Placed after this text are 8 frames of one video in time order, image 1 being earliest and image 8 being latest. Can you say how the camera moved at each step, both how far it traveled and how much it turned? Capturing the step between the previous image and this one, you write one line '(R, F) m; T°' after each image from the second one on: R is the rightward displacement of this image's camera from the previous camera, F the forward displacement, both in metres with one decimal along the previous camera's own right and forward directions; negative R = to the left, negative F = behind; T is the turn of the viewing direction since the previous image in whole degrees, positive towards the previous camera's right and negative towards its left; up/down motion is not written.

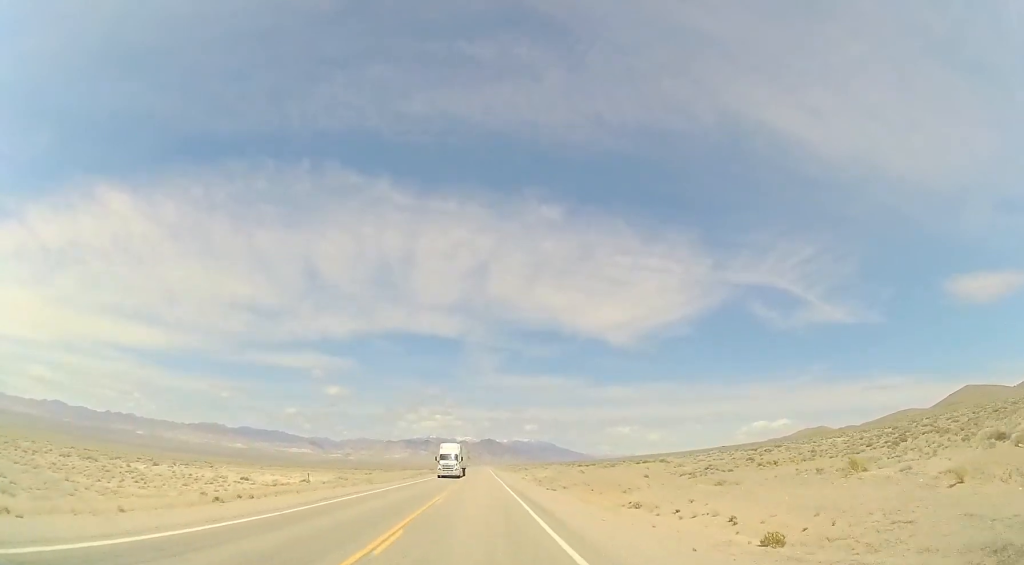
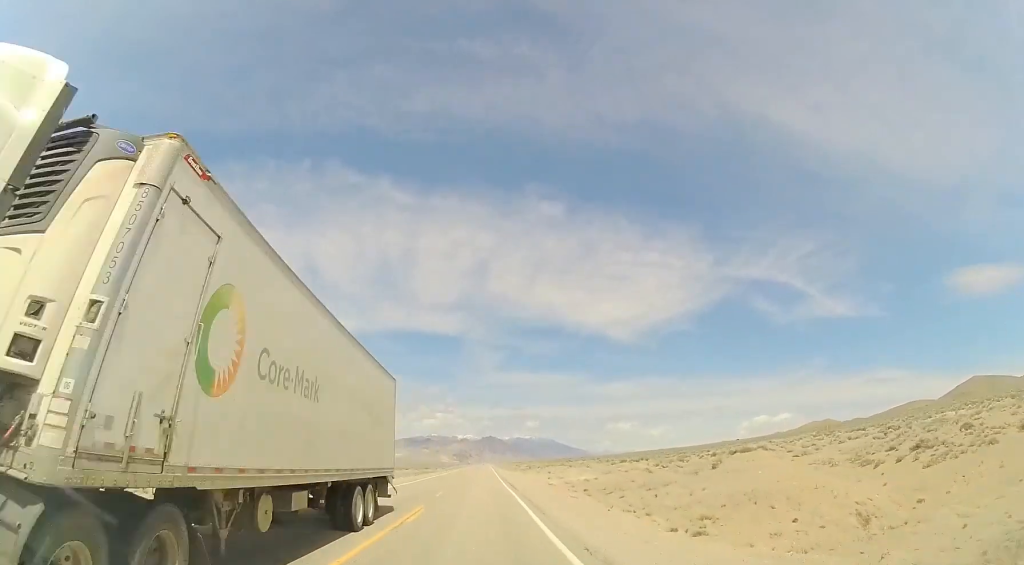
(+0.1, +31.5) m; +1°
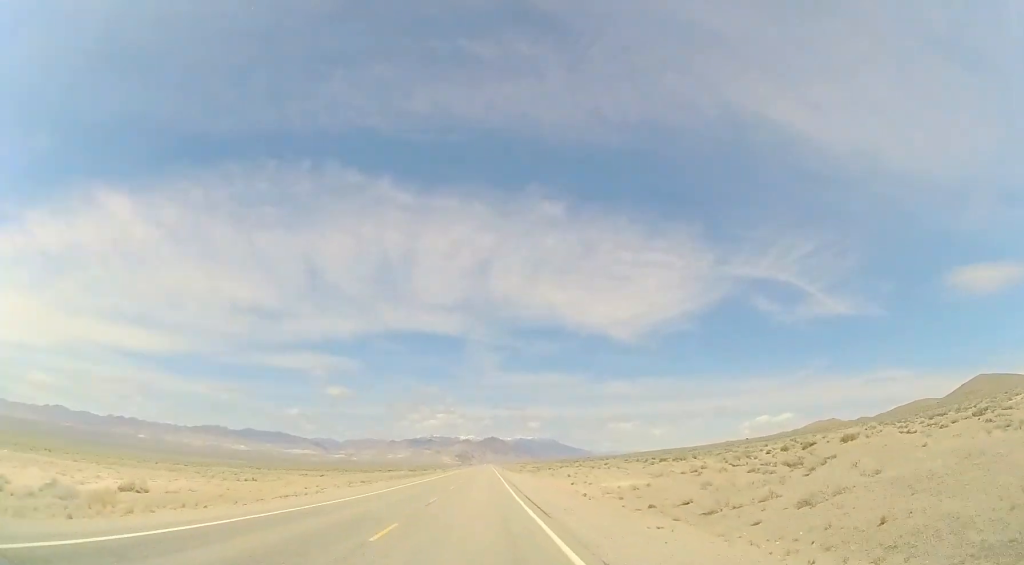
(+0.2, +15.3) m; 0°
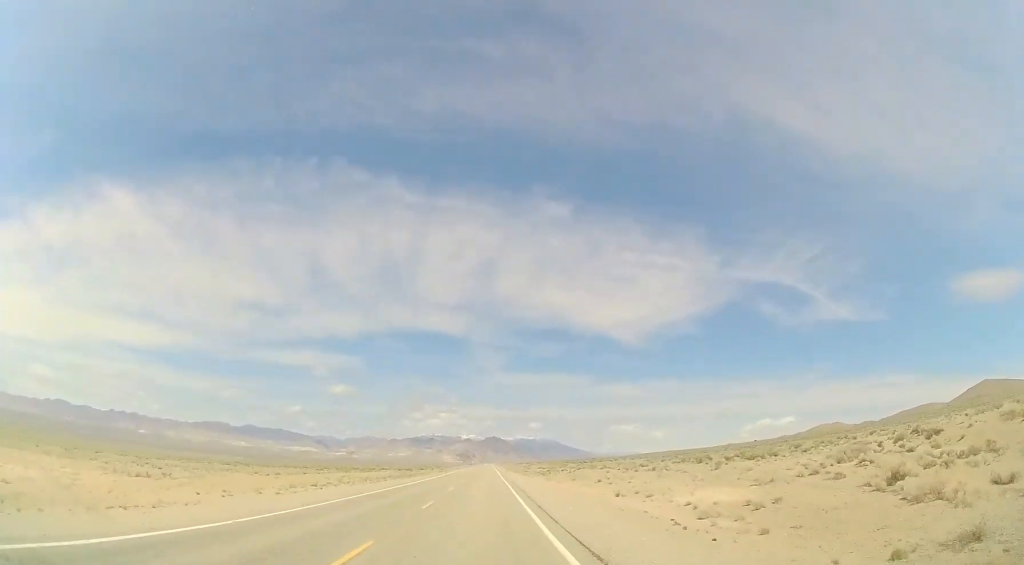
(+0.1, +15.3) m; 0°
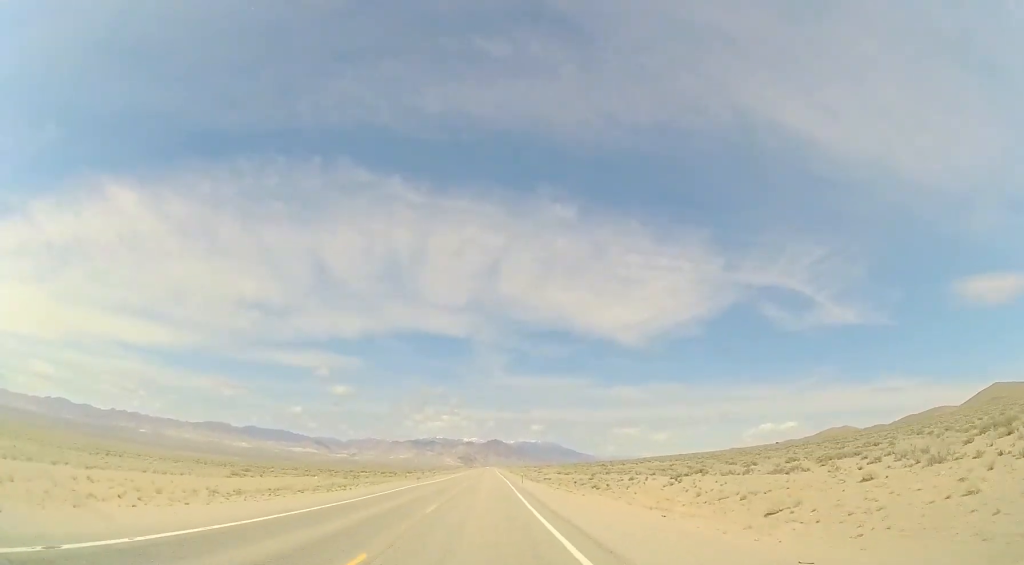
(-0.2, +38.0) m; -1°
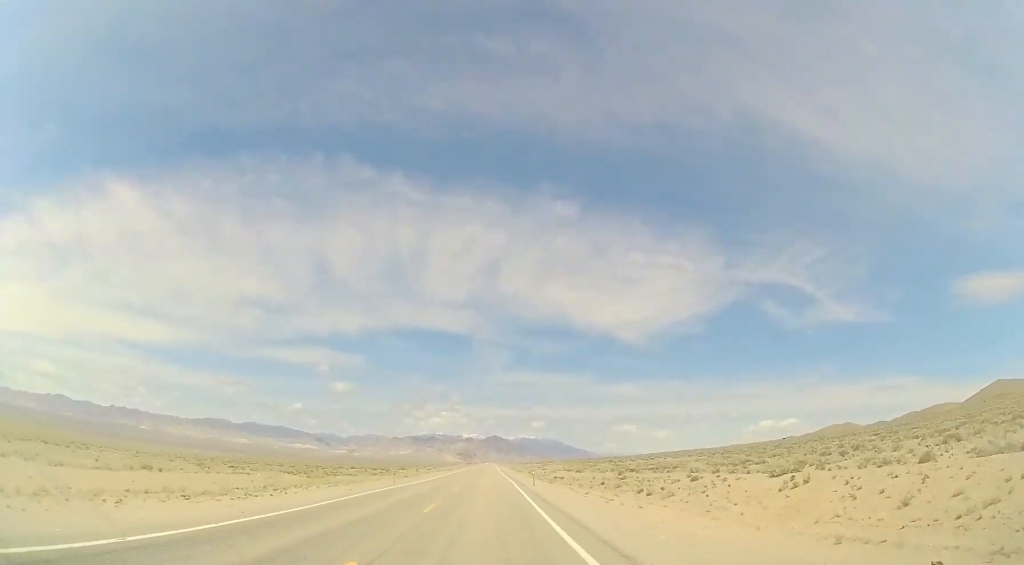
(-0.2, +13.4) m; 0°
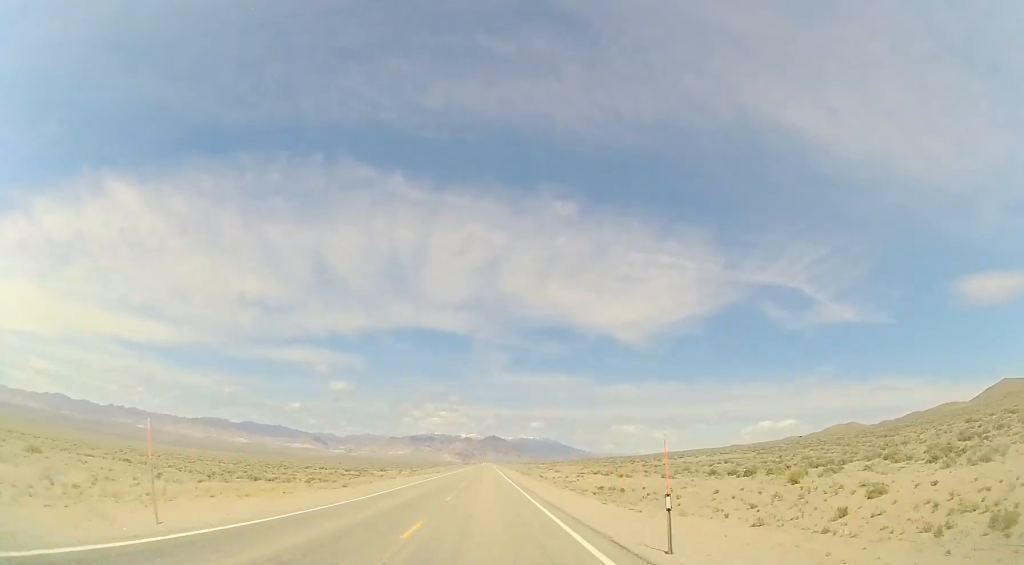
(+0.3, +30.0) m; 0°
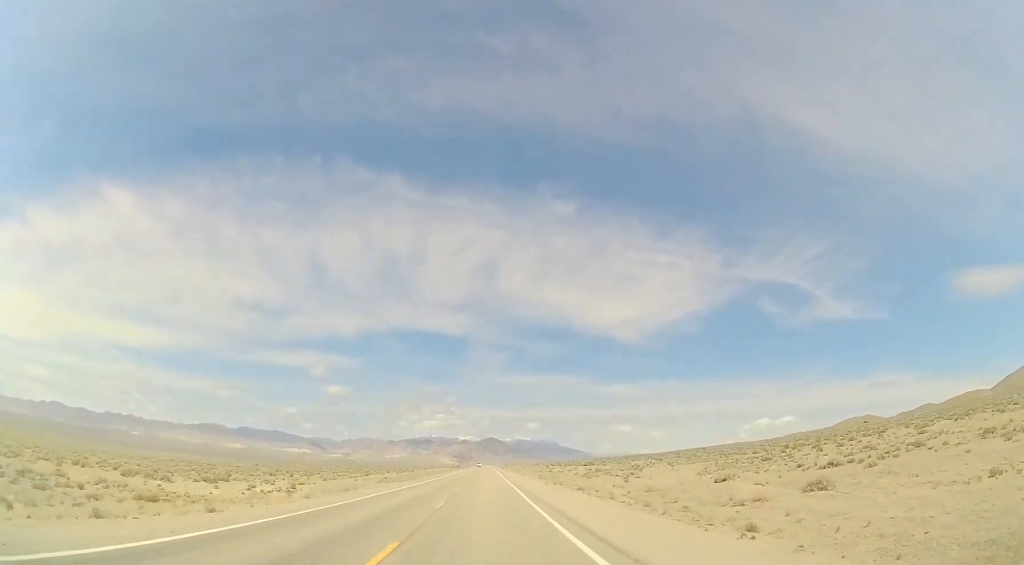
(-0.5, +89.4) m; 0°
